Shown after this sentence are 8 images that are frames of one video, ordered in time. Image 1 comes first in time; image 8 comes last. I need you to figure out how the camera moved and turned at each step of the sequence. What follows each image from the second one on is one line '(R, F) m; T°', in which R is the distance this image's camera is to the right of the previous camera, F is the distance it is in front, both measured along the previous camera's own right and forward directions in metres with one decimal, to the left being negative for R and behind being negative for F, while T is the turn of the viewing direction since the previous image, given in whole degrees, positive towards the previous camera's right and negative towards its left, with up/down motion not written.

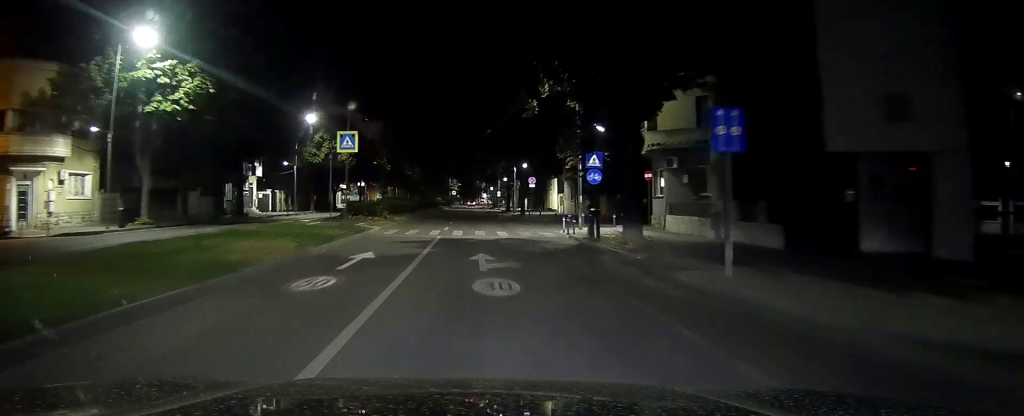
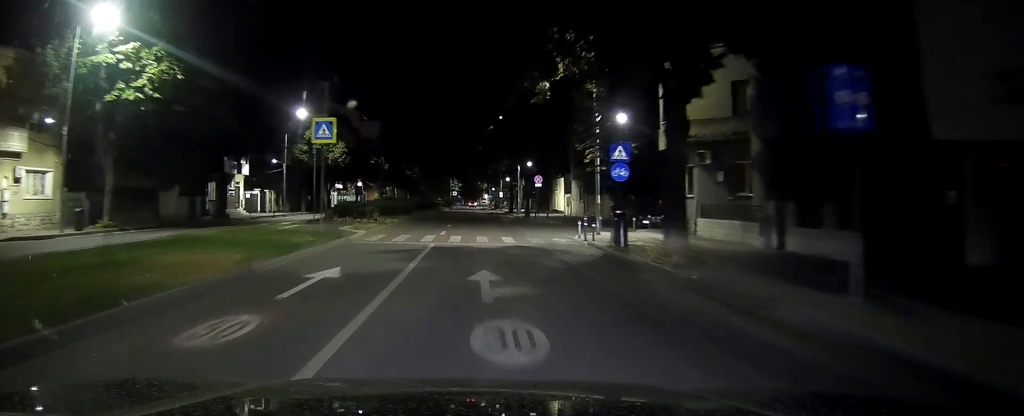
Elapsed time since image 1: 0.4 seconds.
(0.0, +4.9) m; 0°
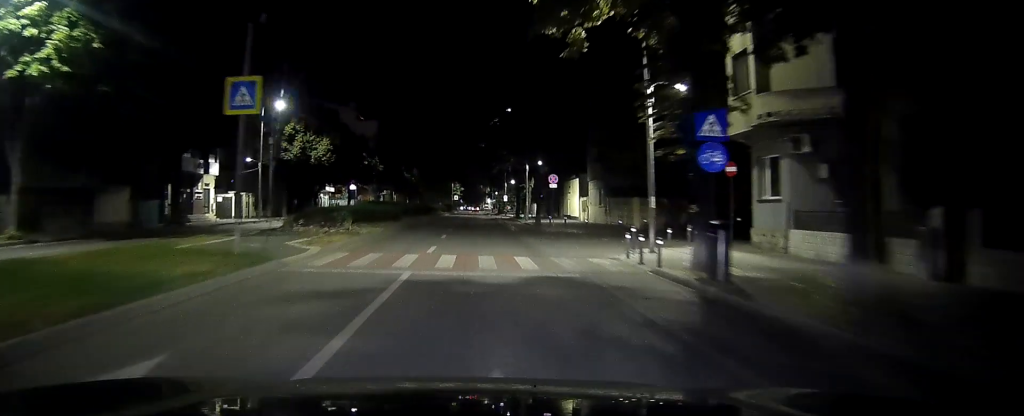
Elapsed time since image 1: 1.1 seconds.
(+0.1, +9.1) m; 0°
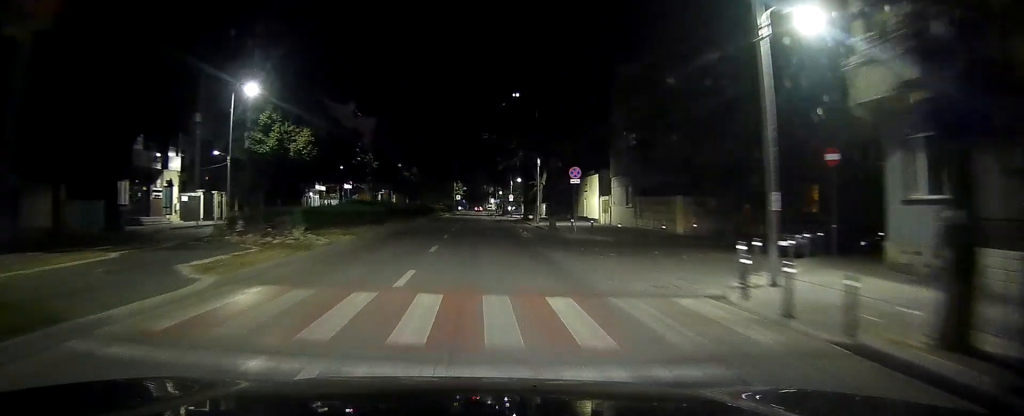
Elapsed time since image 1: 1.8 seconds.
(-0.1, +9.0) m; 0°
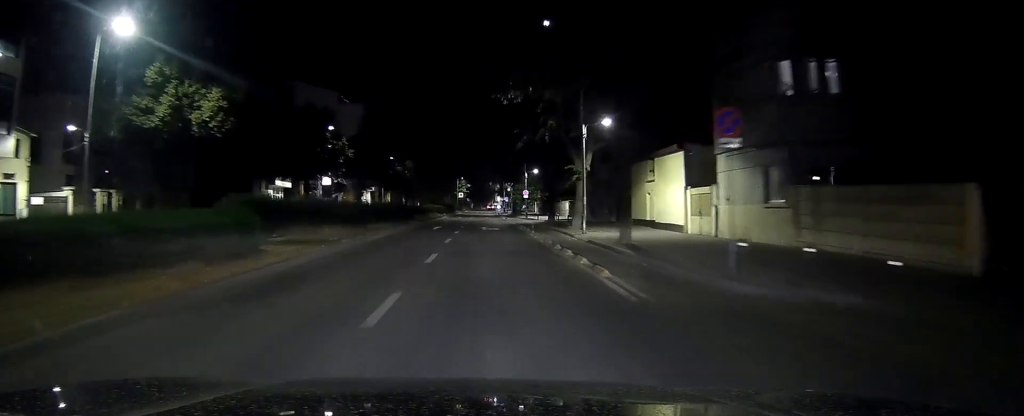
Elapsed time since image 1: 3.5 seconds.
(-0.1, +21.5) m; 0°
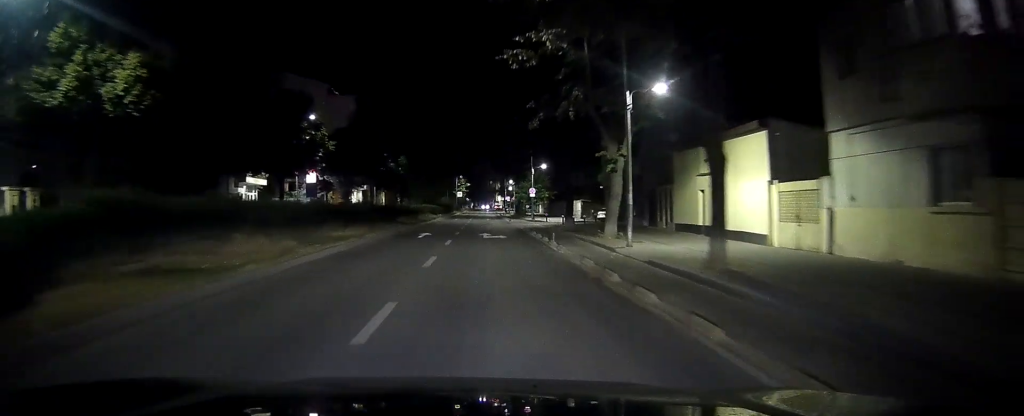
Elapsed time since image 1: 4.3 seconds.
(0.0, +10.1) m; 0°
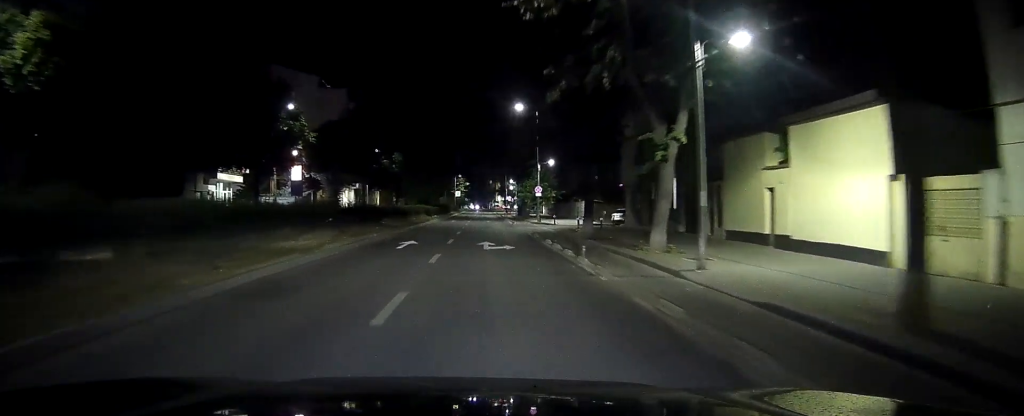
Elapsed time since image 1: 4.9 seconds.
(0.0, +7.8) m; +1°
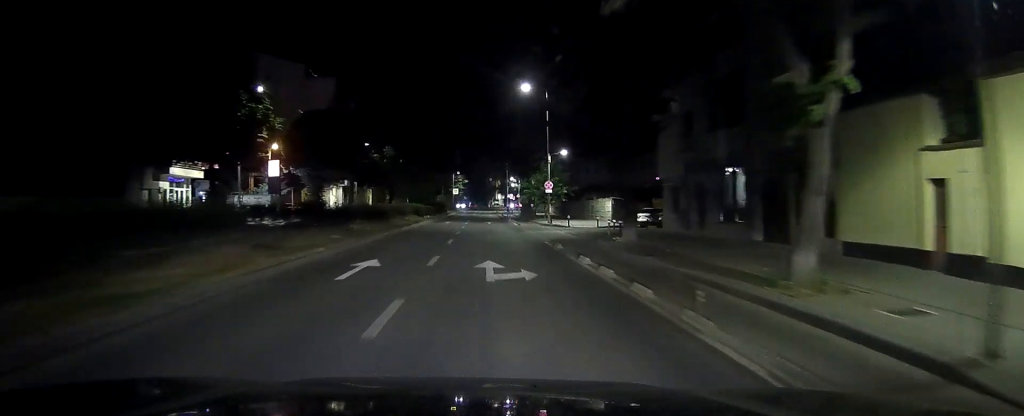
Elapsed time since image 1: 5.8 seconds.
(+0.1, +10.0) m; +1°
